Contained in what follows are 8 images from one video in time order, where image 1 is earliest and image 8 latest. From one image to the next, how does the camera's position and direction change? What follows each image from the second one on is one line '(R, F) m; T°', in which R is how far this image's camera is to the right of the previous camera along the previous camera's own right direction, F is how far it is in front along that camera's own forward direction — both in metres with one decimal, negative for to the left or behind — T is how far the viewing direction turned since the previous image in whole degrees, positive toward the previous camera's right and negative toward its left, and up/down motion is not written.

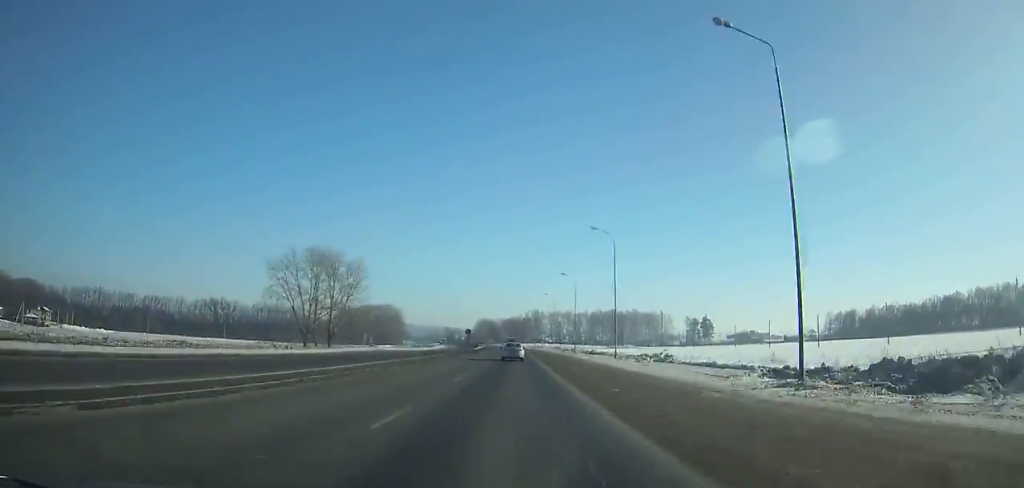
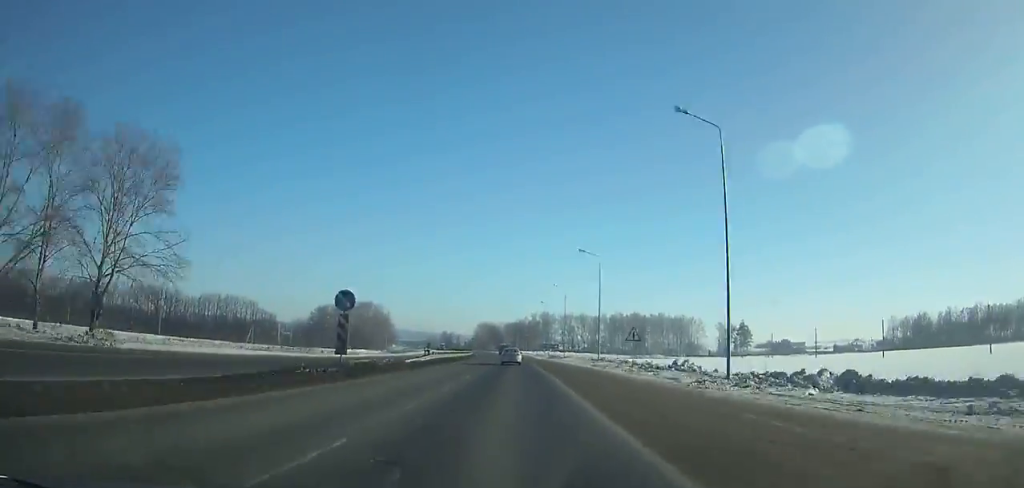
(-0.3, +64.2) m; -1°
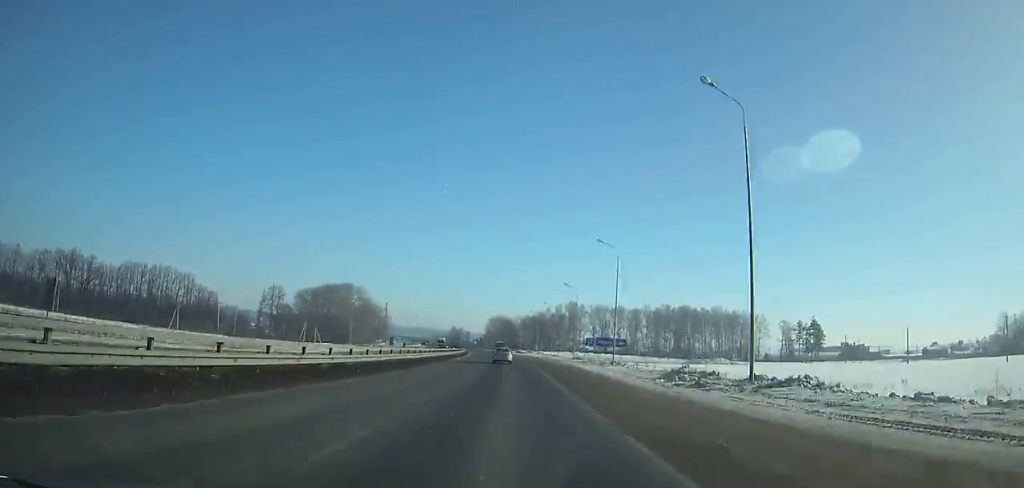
(-0.8, +72.4) m; -2°
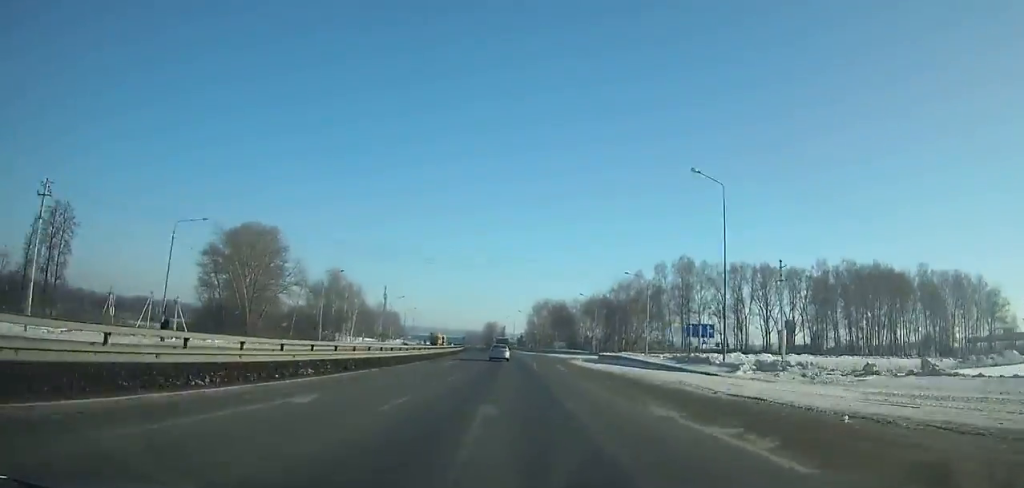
(-4.7, +126.6) m; -5°
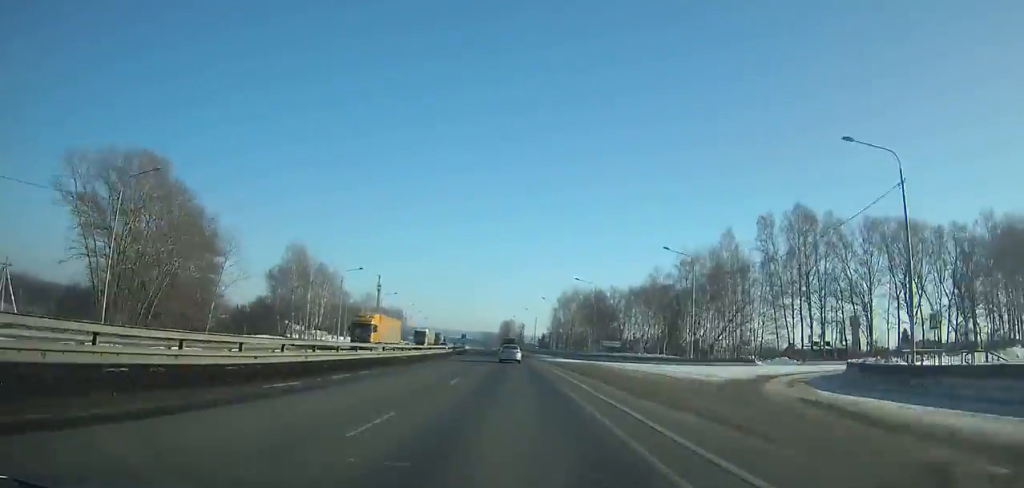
(-0.8, +51.0) m; -2°
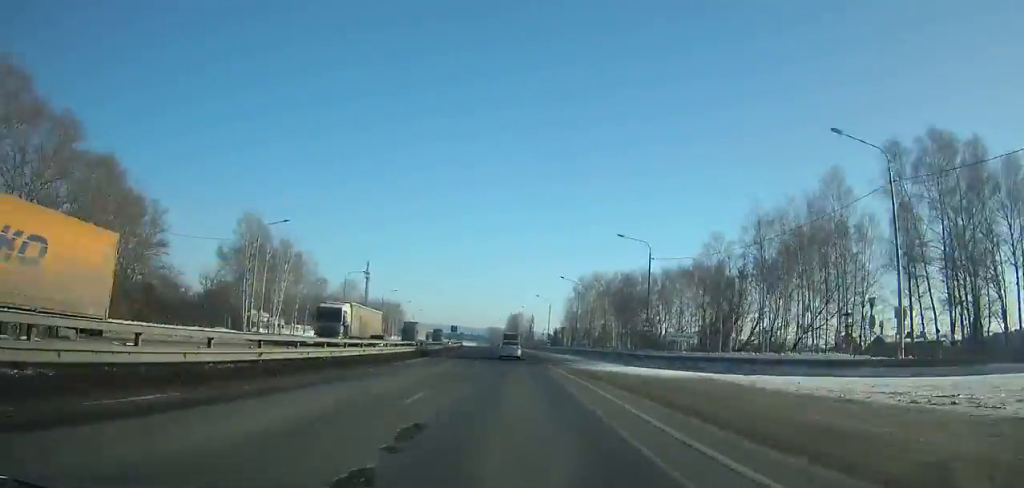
(-0.7, +30.9) m; -1°
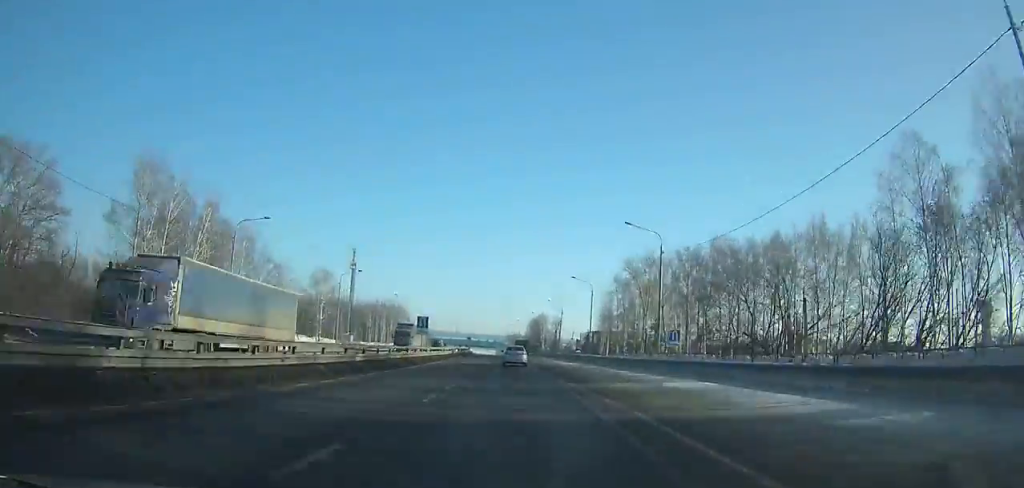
(-0.3, +42.6) m; -1°
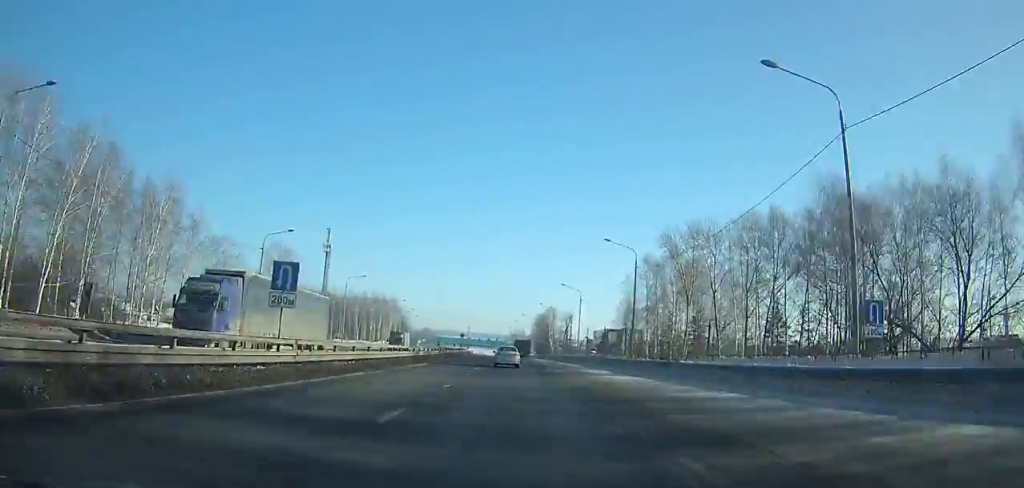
(-0.5, +27.4) m; -1°
